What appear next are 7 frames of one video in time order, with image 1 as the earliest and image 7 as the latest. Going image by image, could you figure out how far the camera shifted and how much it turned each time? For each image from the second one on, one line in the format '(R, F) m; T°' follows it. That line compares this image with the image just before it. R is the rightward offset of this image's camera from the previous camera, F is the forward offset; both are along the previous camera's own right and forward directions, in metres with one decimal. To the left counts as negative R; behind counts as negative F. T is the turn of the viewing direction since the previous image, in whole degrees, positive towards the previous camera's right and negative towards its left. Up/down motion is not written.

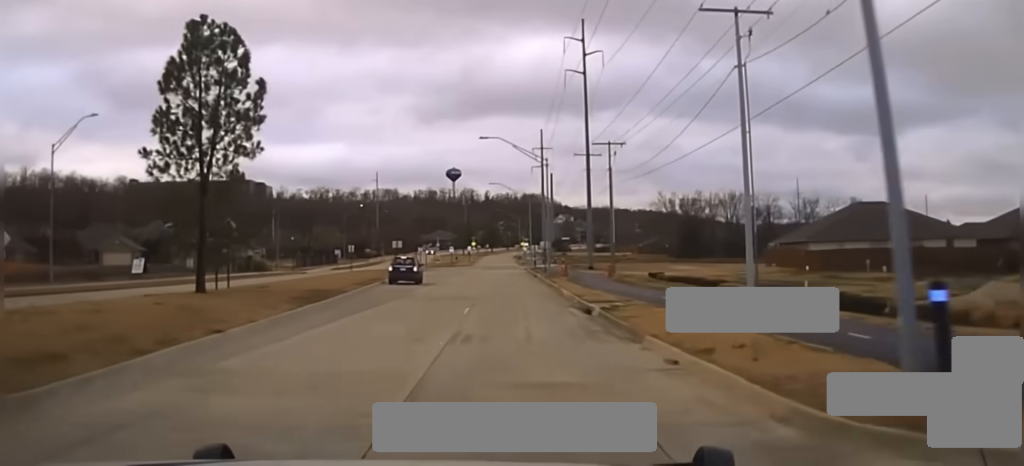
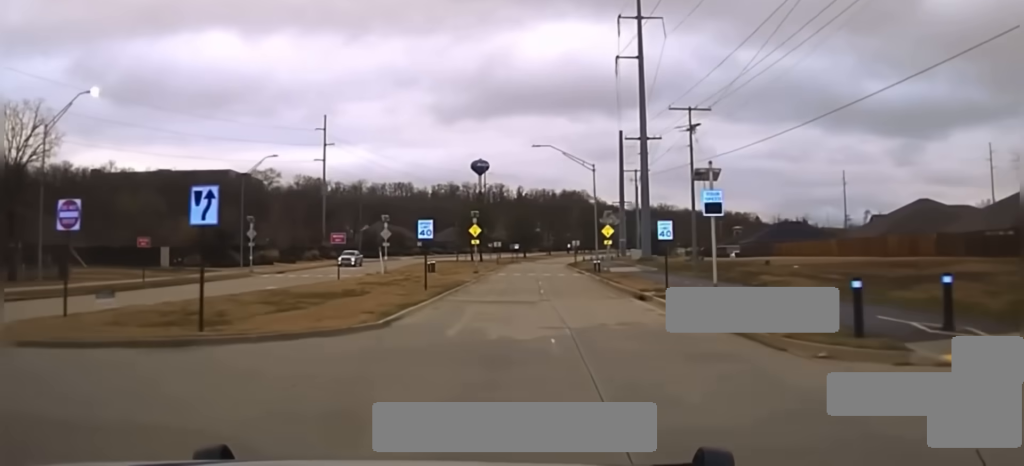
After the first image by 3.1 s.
(-1.9, +108.0) m; -1°
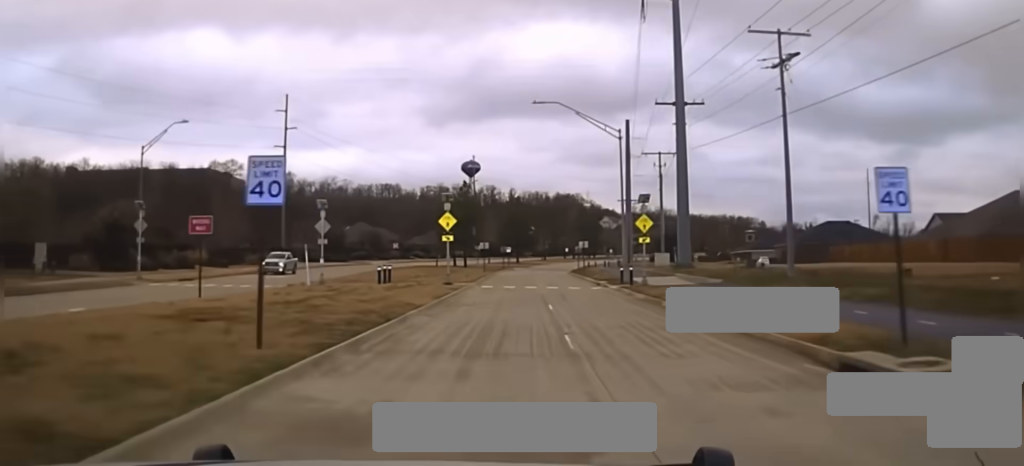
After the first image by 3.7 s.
(-0.2, +22.9) m; 0°
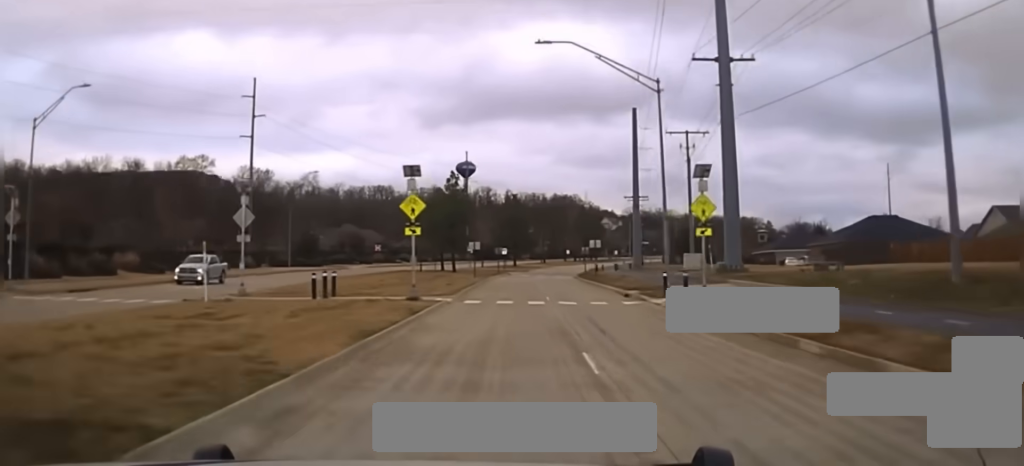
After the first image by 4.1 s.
(+0.1, +16.6) m; 0°
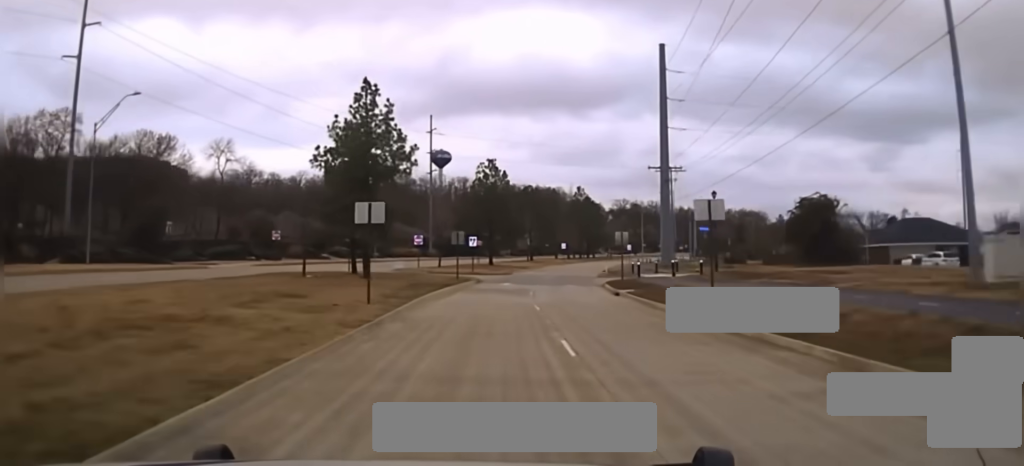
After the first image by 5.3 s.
(+0.6, +52.9) m; +2°
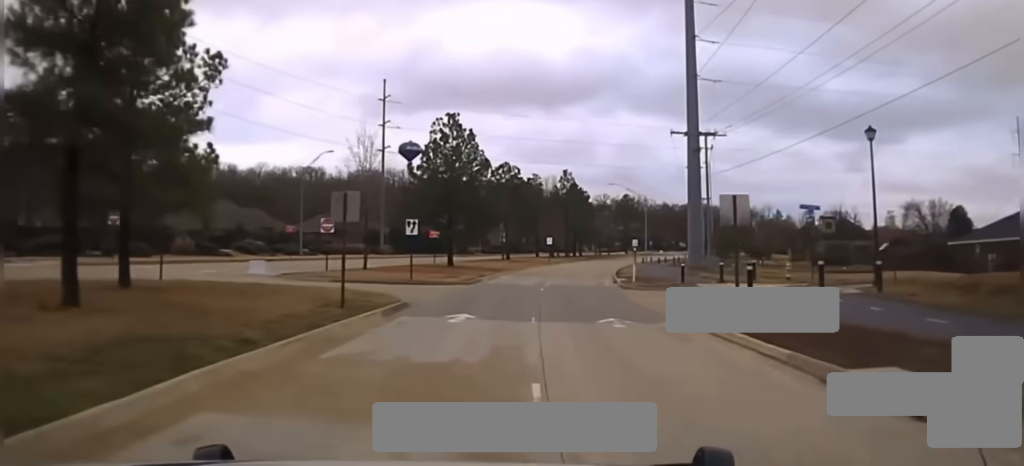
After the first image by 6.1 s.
(+0.3, +33.6) m; +1°
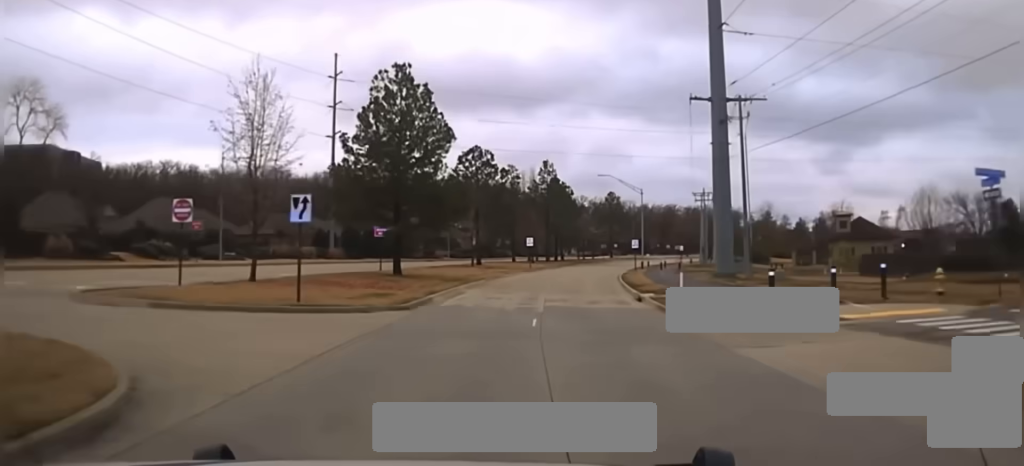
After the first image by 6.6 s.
(+0.1, +20.7) m; +1°
